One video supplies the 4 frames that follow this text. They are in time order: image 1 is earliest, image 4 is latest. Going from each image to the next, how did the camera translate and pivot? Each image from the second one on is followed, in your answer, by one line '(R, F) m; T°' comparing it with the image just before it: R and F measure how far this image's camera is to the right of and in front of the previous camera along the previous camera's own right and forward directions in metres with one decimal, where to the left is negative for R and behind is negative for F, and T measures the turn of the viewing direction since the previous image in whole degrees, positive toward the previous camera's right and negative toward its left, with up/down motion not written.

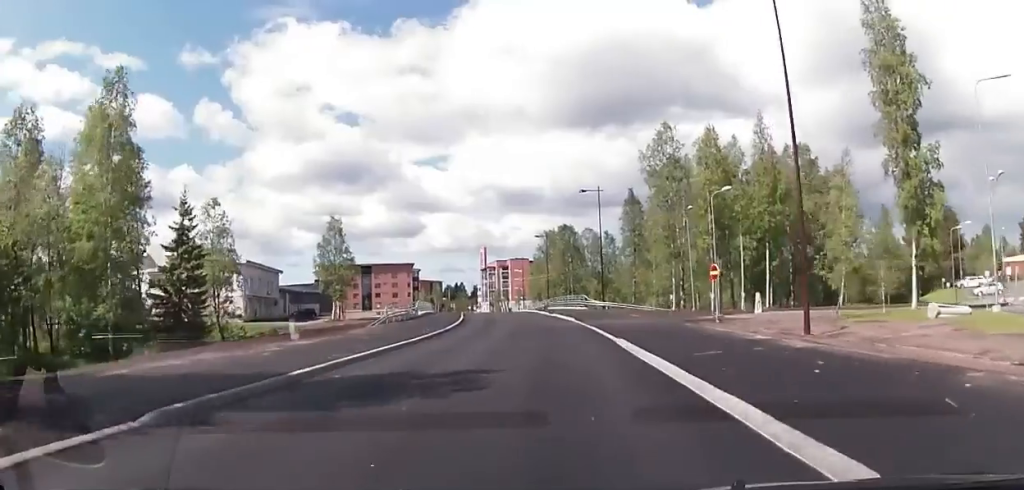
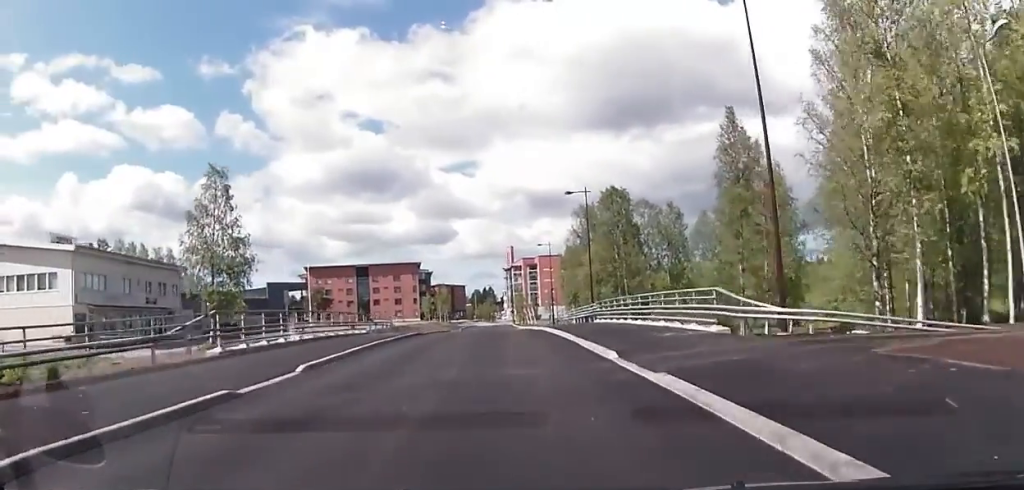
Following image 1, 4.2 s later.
(+2.3, +39.4) m; +3°
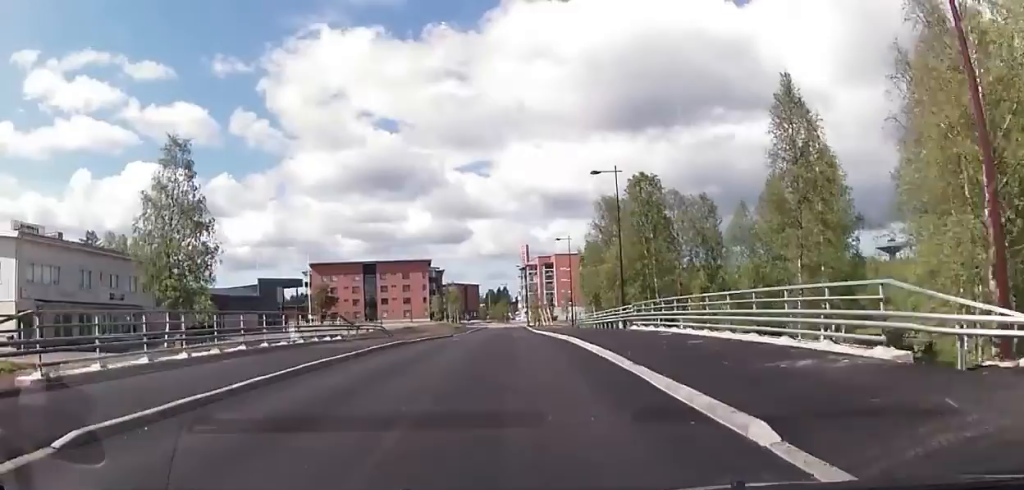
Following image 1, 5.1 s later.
(0.0, +8.8) m; -3°
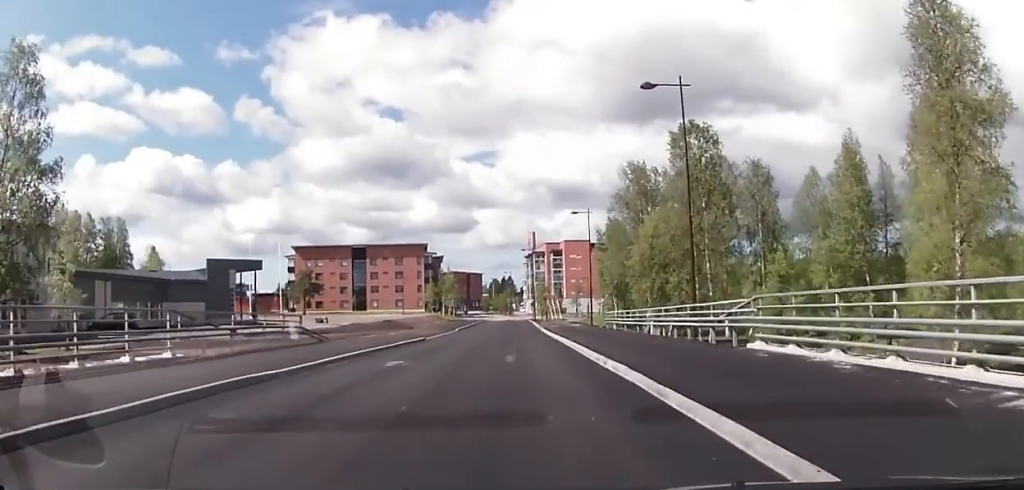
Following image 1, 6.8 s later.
(-1.0, +17.0) m; -3°
